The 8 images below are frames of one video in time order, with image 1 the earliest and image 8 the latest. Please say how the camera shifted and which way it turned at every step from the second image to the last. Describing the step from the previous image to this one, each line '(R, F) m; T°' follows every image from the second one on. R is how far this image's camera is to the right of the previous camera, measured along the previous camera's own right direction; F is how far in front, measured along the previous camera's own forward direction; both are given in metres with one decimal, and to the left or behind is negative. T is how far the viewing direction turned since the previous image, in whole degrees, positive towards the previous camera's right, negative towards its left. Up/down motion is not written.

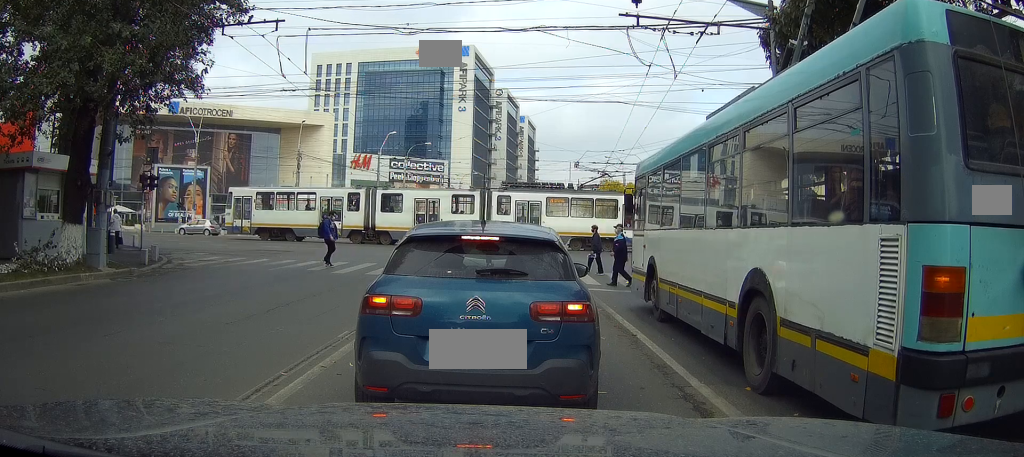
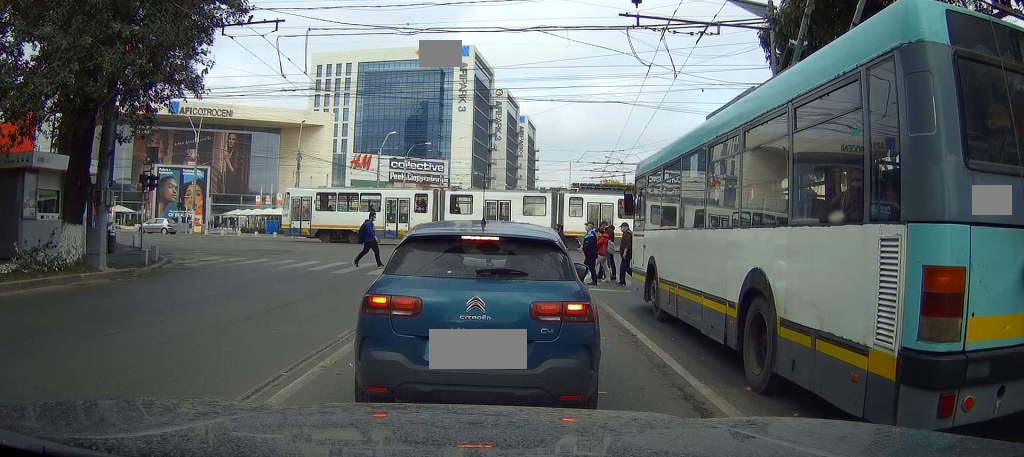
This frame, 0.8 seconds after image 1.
(0.0, 0.0) m; 0°
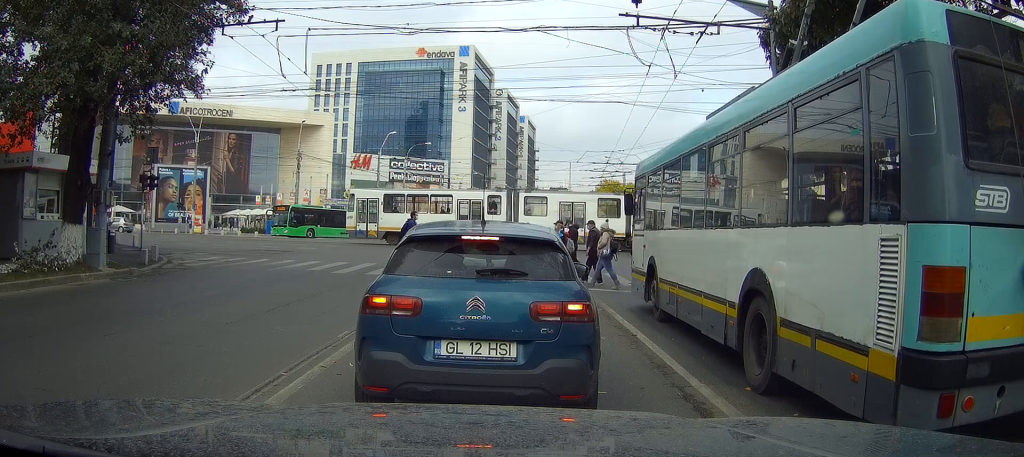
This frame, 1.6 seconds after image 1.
(0.0, 0.0) m; 0°
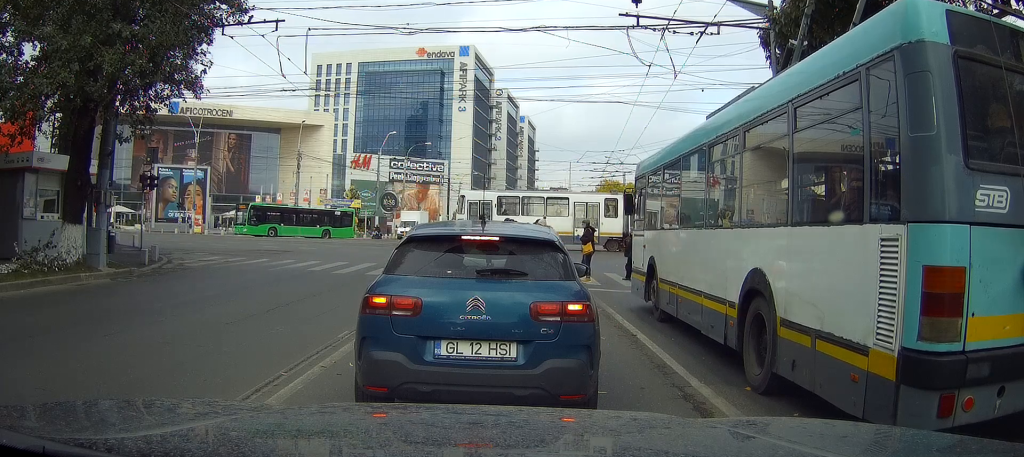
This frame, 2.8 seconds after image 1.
(0.0, 0.0) m; 0°
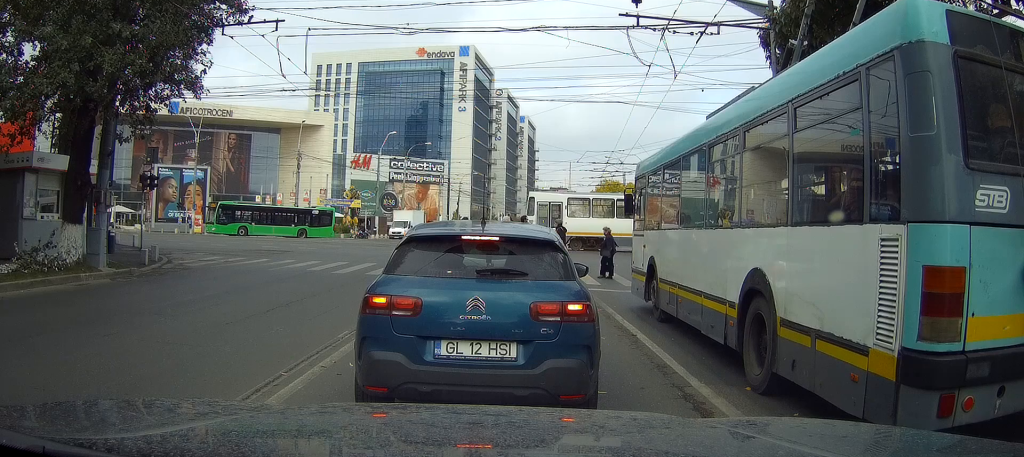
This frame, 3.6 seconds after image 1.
(0.0, 0.0) m; 0°
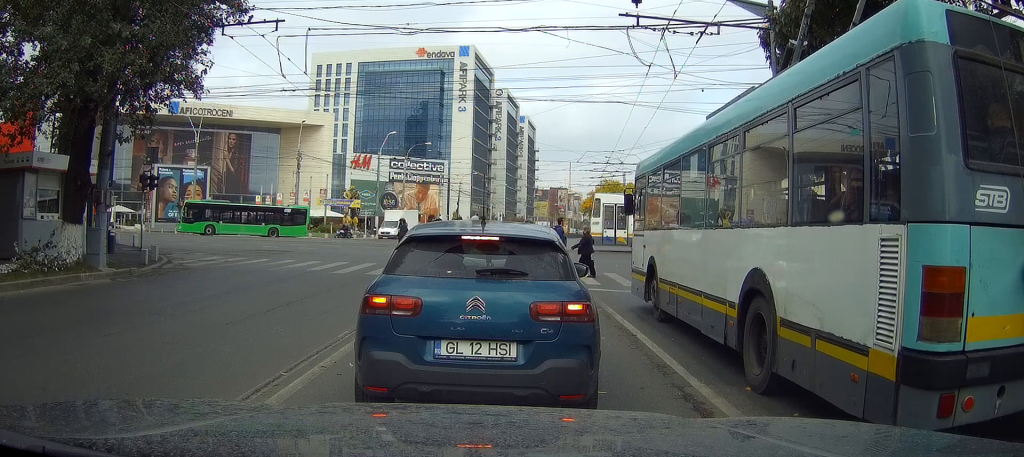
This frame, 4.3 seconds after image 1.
(0.0, 0.0) m; 0°
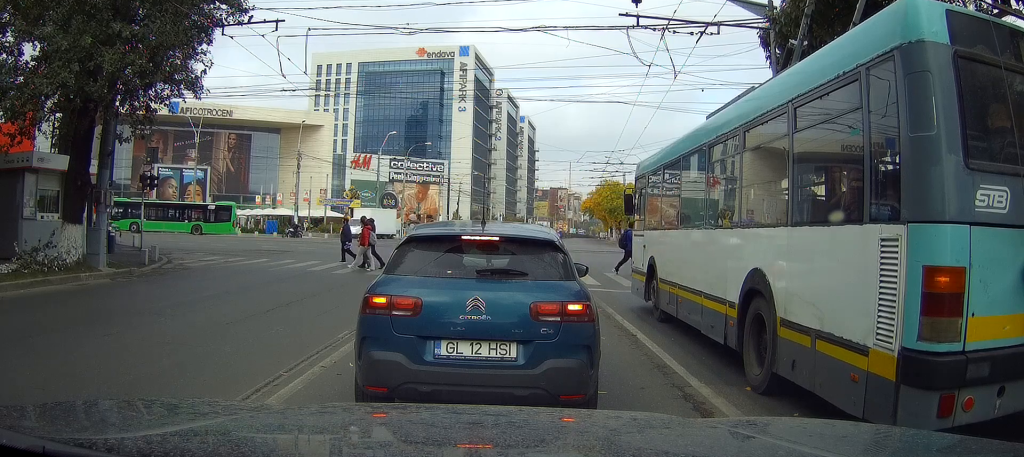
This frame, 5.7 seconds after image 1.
(0.0, 0.0) m; 0°
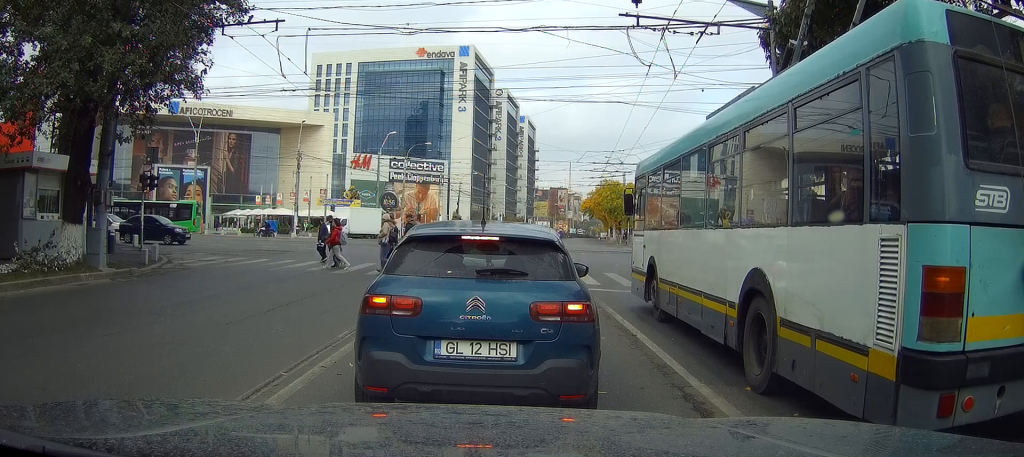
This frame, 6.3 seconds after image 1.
(0.0, 0.0) m; 0°
